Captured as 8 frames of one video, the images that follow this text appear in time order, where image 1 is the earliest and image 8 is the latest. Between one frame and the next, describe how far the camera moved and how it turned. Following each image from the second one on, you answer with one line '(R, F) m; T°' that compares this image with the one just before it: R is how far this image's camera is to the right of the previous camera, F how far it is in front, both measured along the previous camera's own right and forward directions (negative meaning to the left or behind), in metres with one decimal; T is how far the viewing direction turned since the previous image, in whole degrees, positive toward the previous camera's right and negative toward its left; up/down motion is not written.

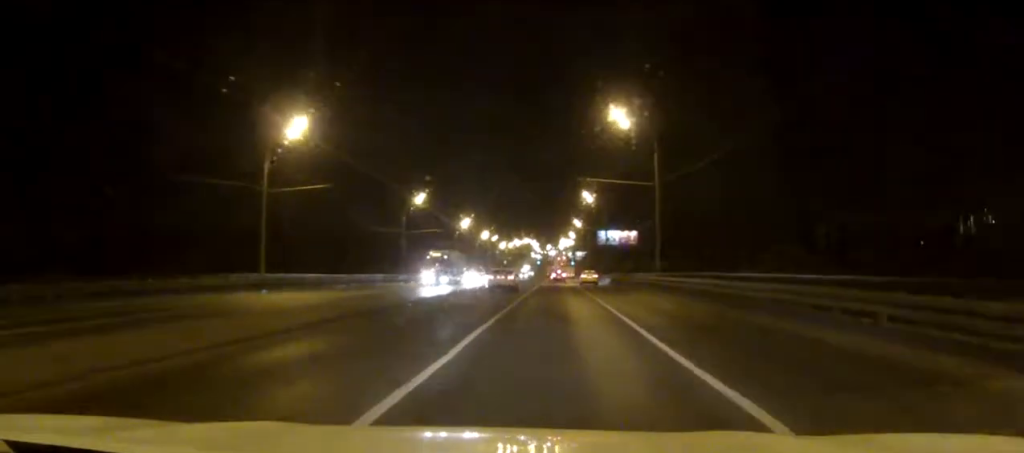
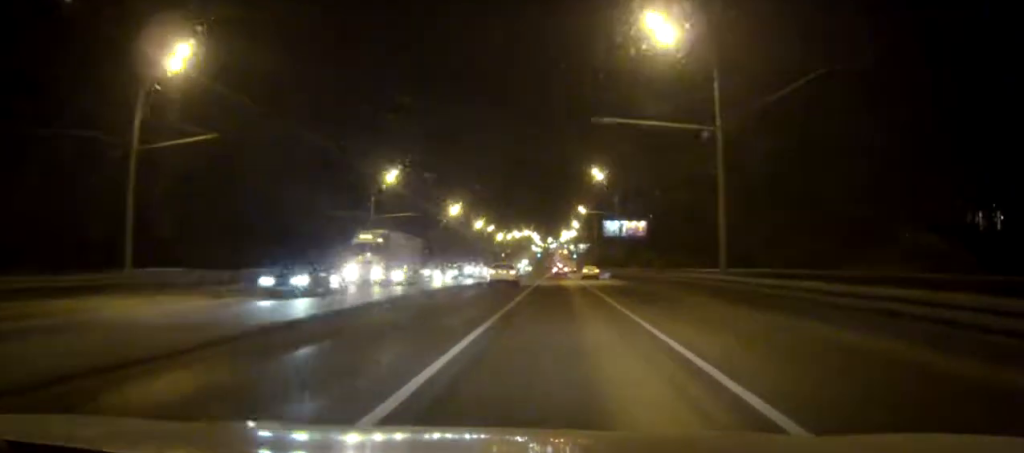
(0.0, +18.6) m; 0°
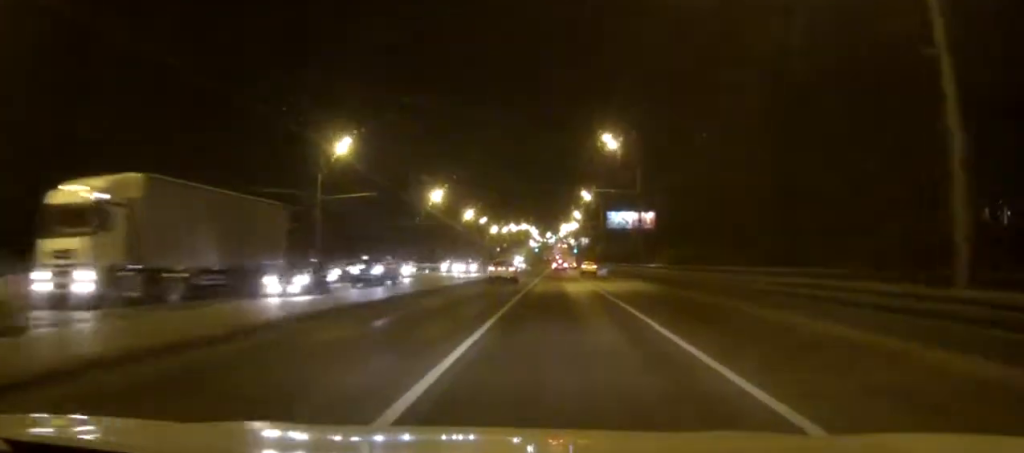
(0.0, +19.3) m; 0°
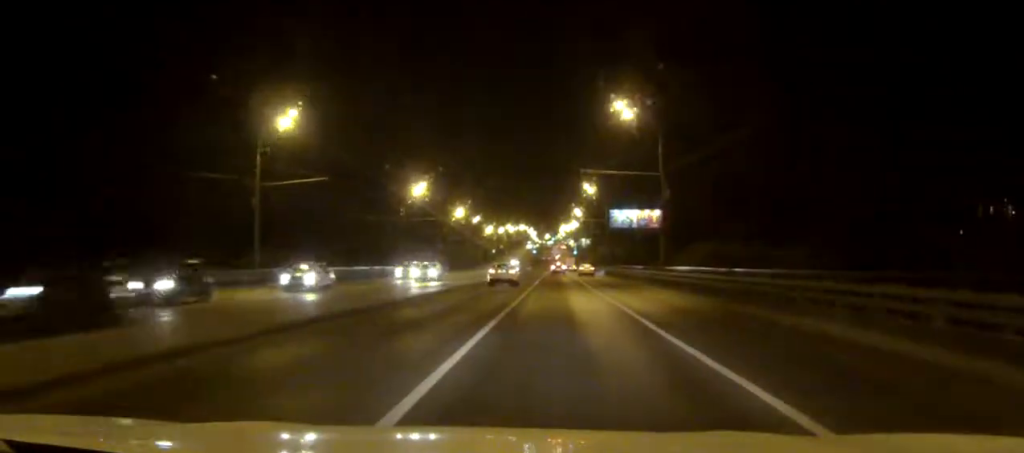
(0.0, +13.7) m; 0°
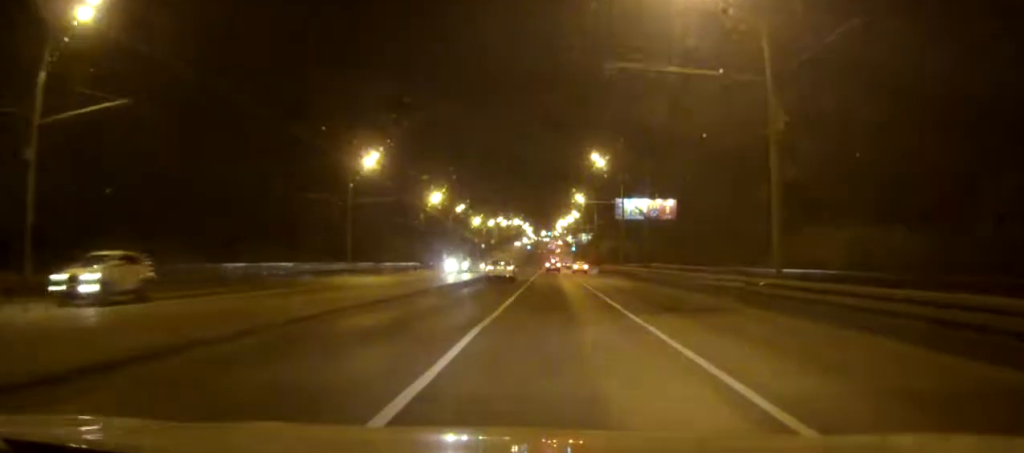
(0.0, +25.3) m; 0°
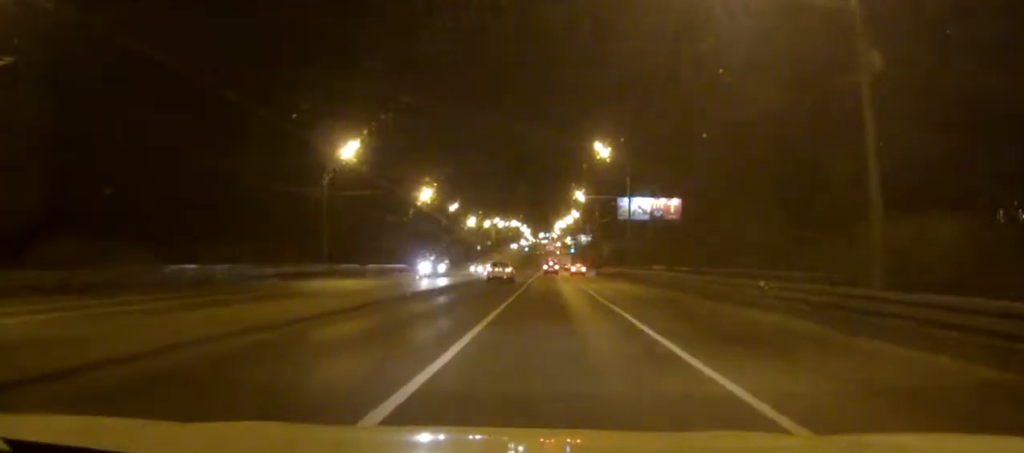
(0.0, +7.7) m; 0°
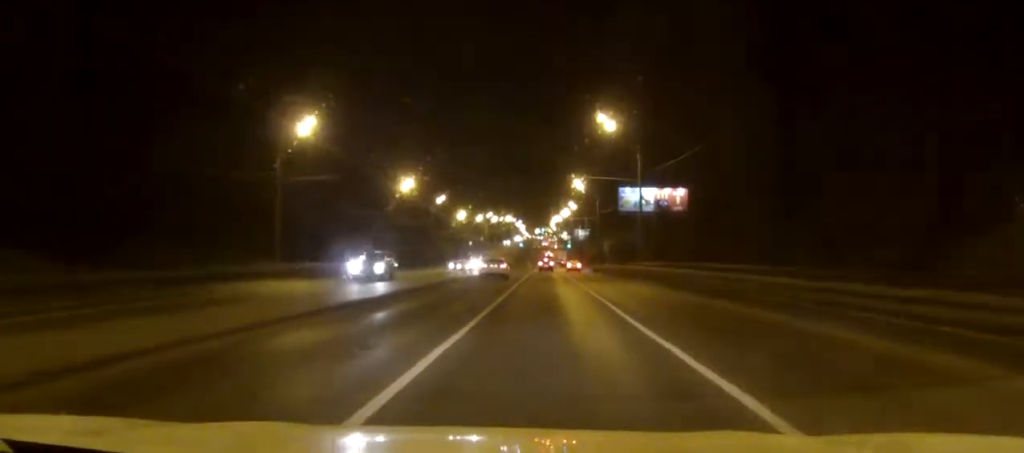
(0.0, +11.2) m; 0°
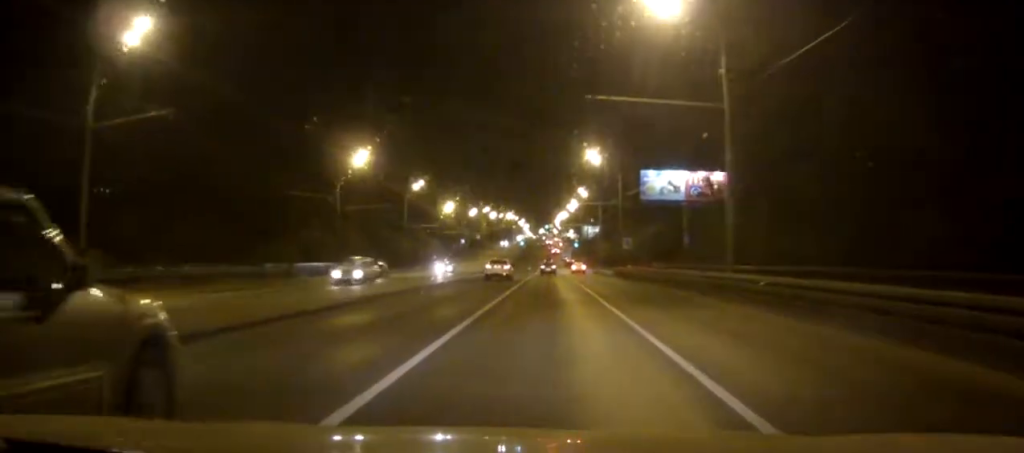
(0.0, +26.4) m; 0°
